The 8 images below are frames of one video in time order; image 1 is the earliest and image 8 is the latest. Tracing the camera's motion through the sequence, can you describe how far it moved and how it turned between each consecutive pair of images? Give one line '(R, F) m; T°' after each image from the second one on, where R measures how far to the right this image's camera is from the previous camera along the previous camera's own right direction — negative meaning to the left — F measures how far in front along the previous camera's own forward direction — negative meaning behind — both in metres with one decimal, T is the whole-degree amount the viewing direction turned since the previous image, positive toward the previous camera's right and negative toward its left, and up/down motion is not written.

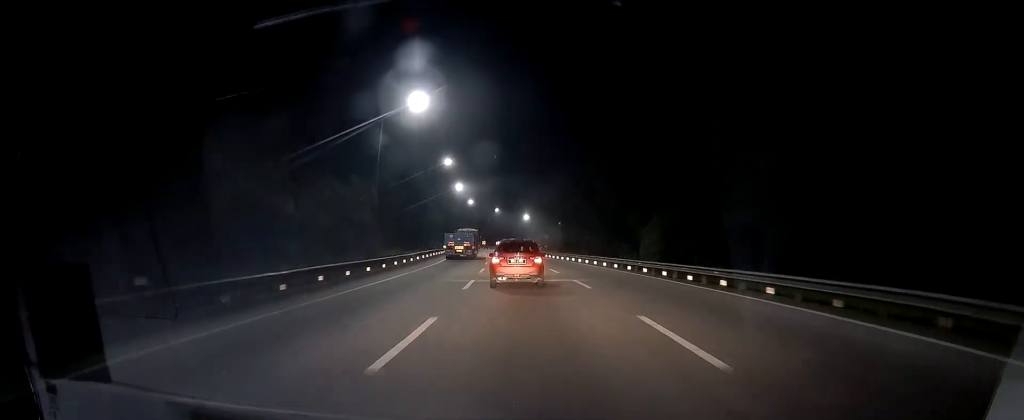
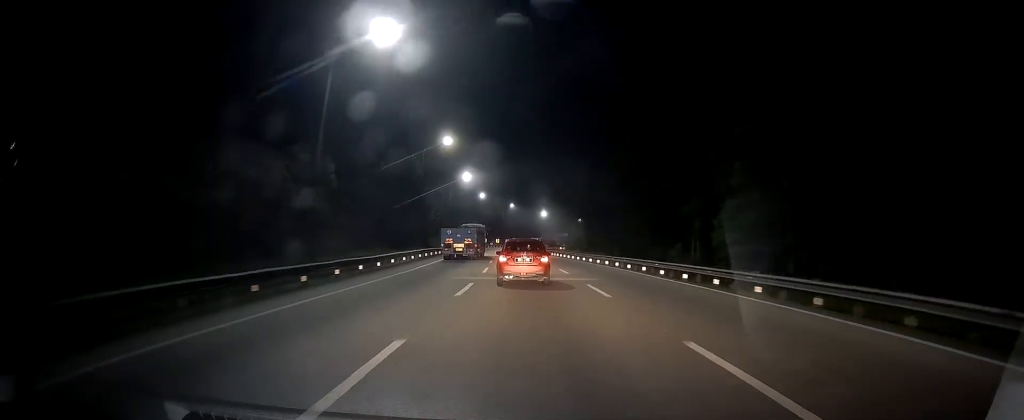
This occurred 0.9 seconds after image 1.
(-0.2, +14.6) m; -1°
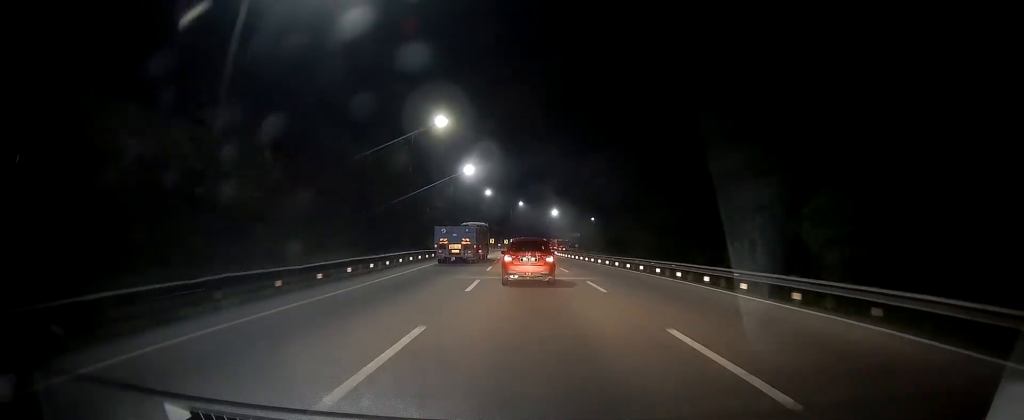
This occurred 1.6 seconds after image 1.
(-0.1, +10.5) m; -1°
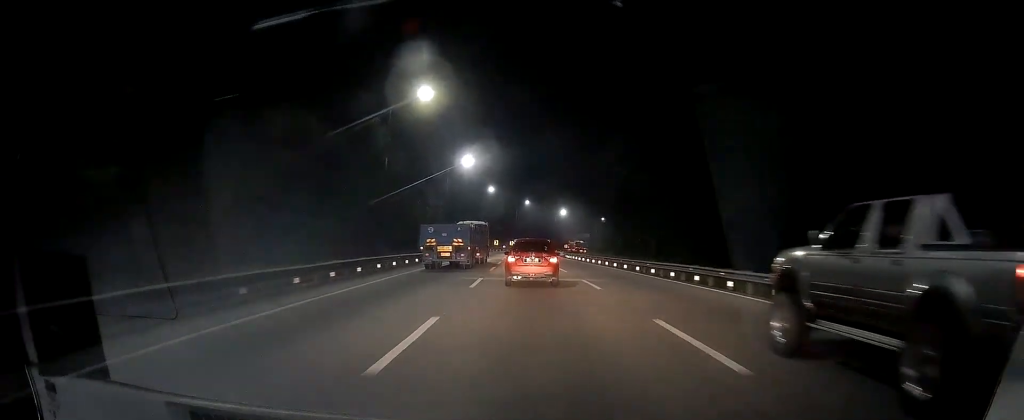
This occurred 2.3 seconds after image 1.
(0.0, +10.6) m; -1°
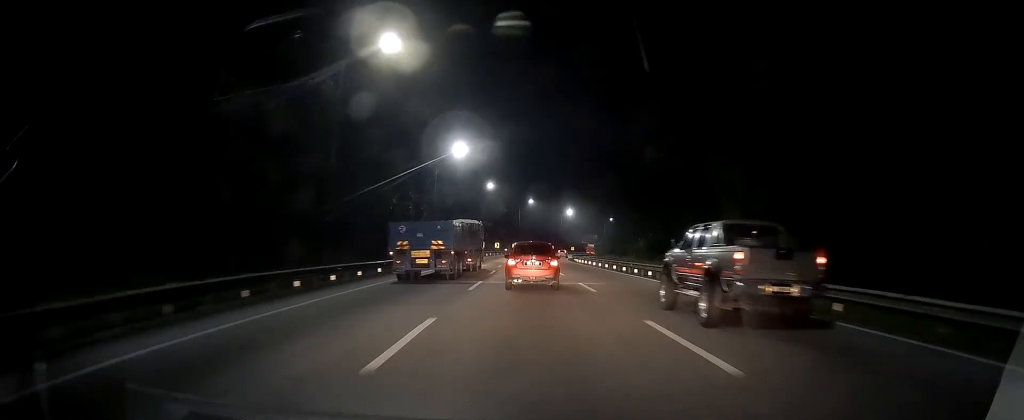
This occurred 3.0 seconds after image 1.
(-0.1, +11.8) m; -1°
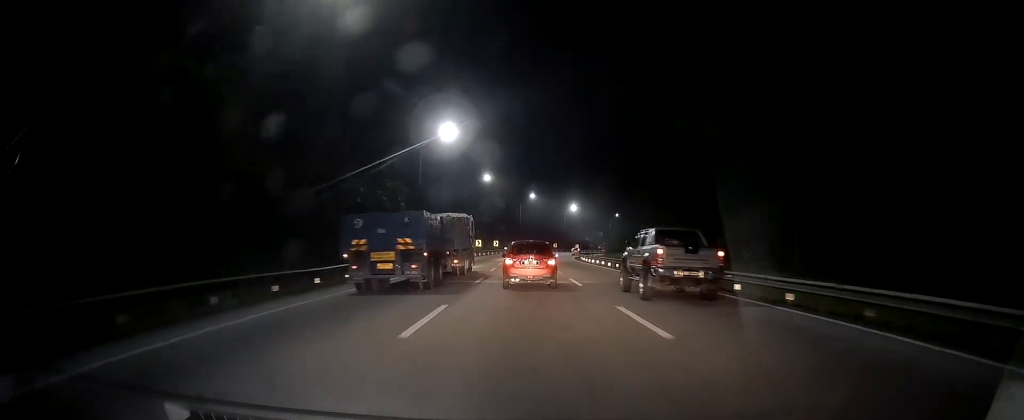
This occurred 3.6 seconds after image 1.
(-0.1, +9.1) m; 0°
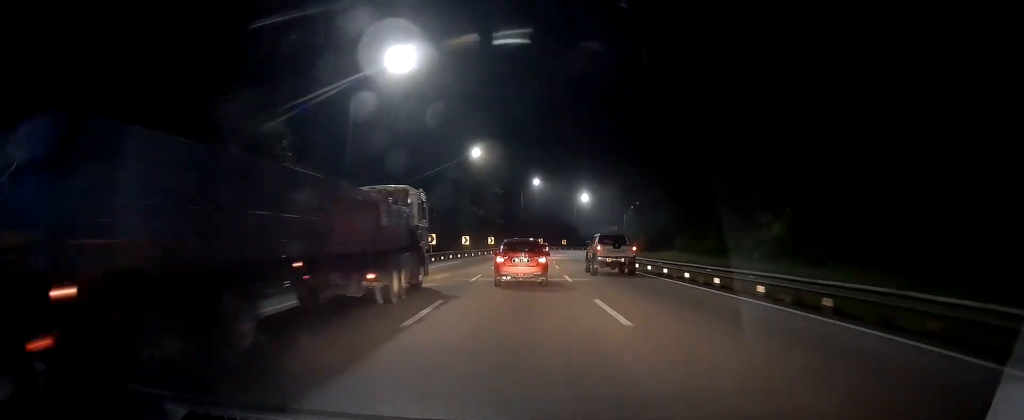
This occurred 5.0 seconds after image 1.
(-0.1, +22.6) m; -1°
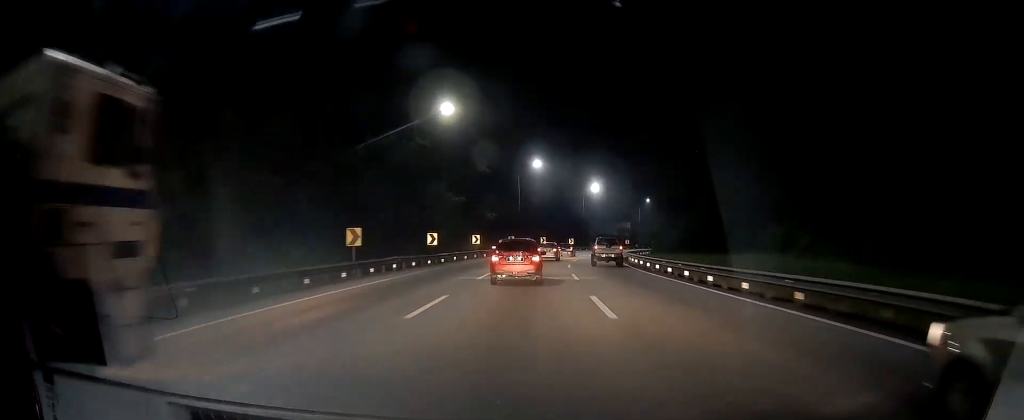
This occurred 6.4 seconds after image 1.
(-0.7, +22.4) m; -1°
